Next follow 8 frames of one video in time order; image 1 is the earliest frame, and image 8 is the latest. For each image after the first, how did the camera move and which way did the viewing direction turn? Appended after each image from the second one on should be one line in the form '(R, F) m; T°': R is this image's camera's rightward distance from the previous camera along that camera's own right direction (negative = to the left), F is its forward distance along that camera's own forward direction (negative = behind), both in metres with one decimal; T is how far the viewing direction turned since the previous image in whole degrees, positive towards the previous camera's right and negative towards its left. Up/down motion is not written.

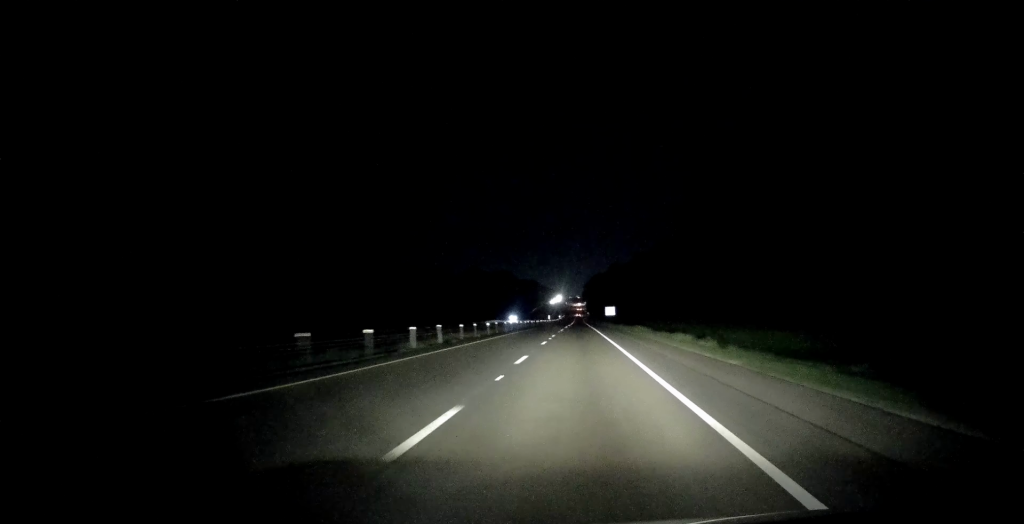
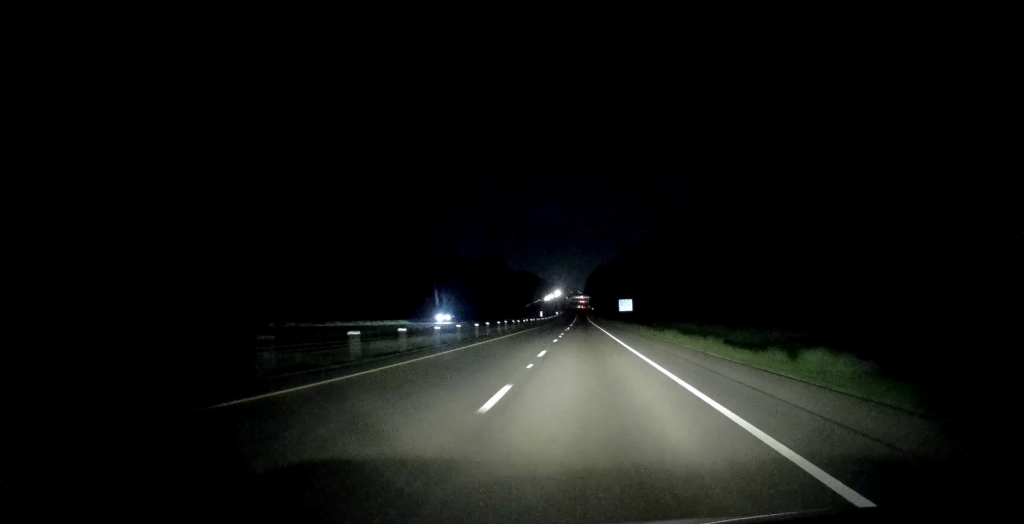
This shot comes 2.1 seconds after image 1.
(-0.7, +69.7) m; -1°
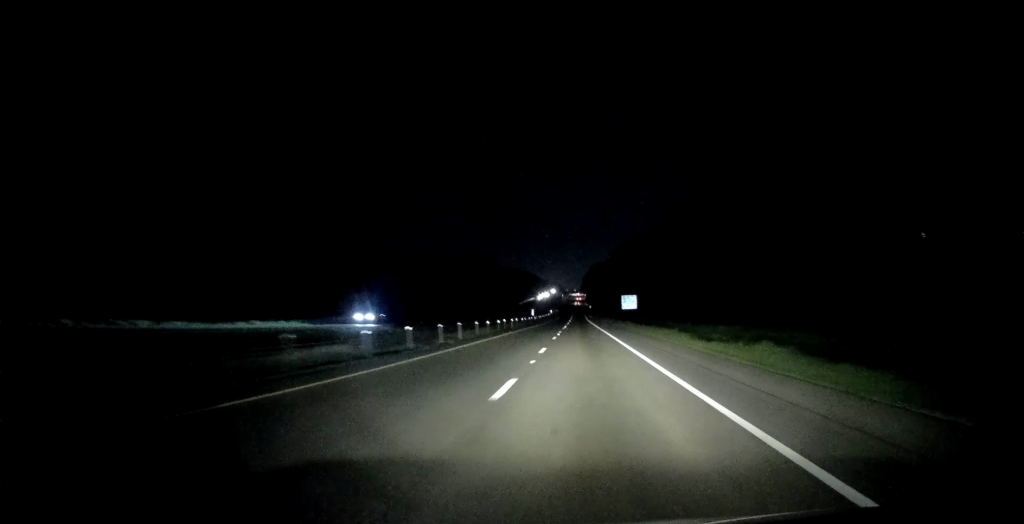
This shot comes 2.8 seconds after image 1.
(-0.1, +23.0) m; 0°
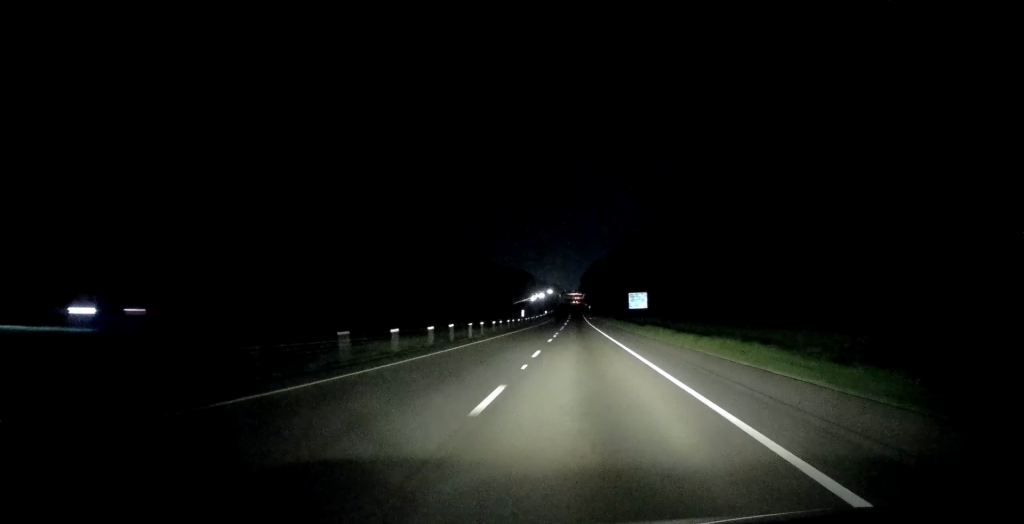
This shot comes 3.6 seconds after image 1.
(+0.1, +26.3) m; +1°
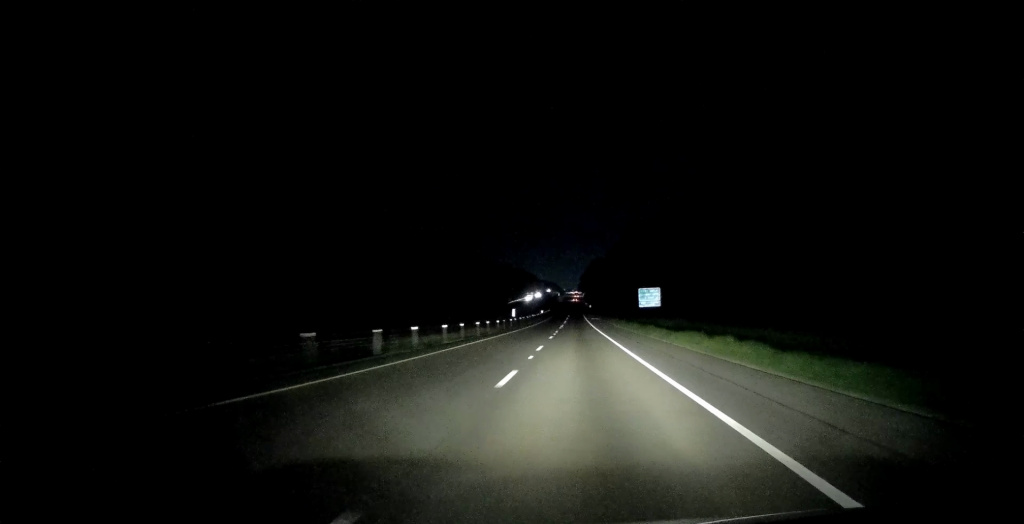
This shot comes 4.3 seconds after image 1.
(+0.1, +20.8) m; 0°
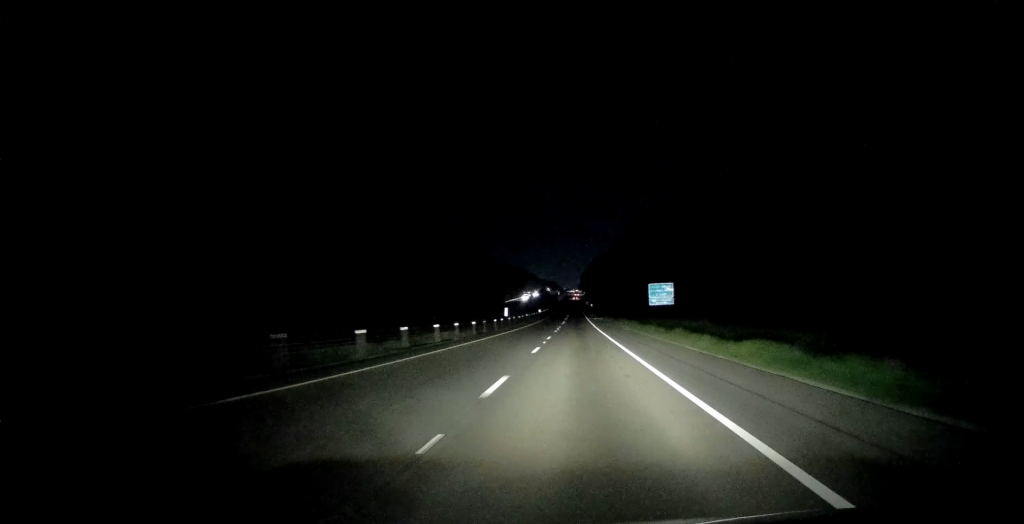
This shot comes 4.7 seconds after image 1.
(+0.2, +14.2) m; 0°
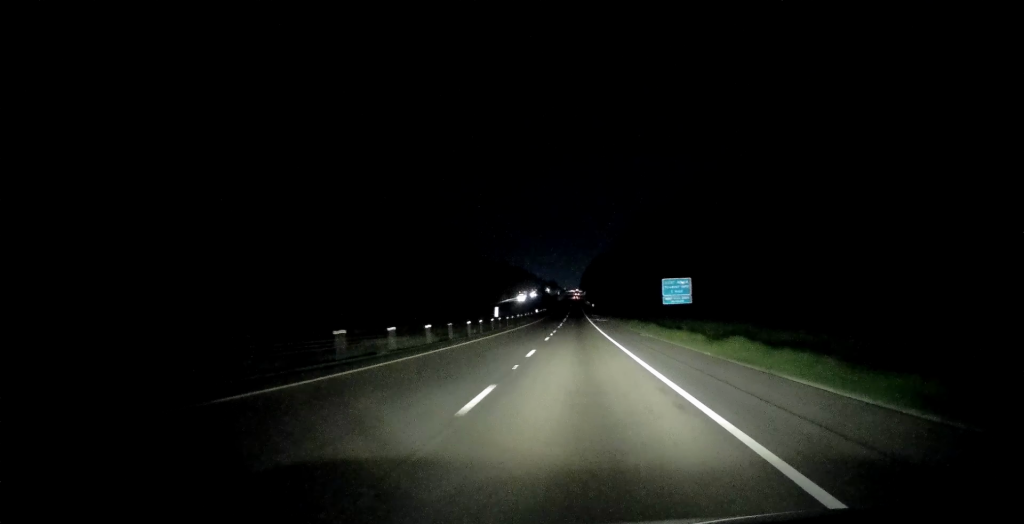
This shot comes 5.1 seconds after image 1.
(0.0, +14.2) m; 0°
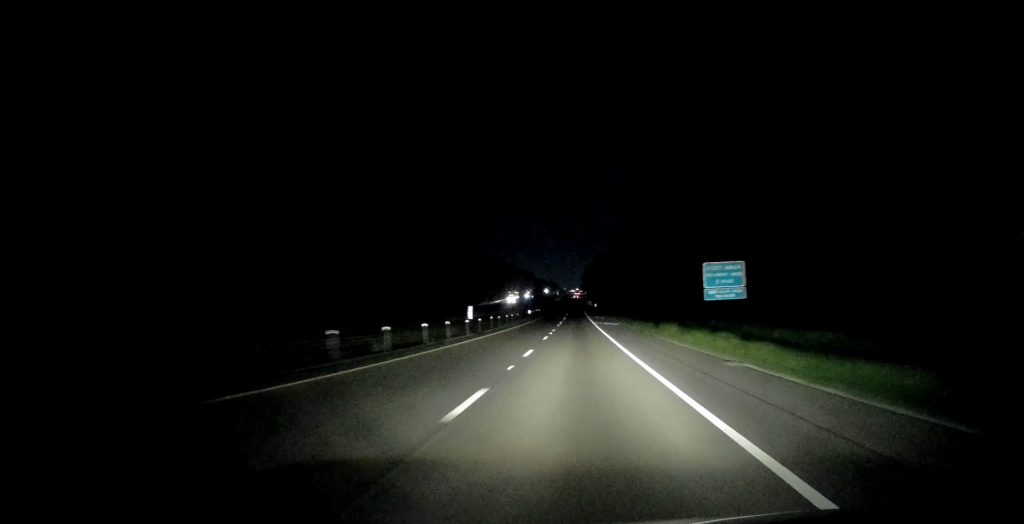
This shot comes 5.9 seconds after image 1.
(-0.2, +25.1) m; 0°
